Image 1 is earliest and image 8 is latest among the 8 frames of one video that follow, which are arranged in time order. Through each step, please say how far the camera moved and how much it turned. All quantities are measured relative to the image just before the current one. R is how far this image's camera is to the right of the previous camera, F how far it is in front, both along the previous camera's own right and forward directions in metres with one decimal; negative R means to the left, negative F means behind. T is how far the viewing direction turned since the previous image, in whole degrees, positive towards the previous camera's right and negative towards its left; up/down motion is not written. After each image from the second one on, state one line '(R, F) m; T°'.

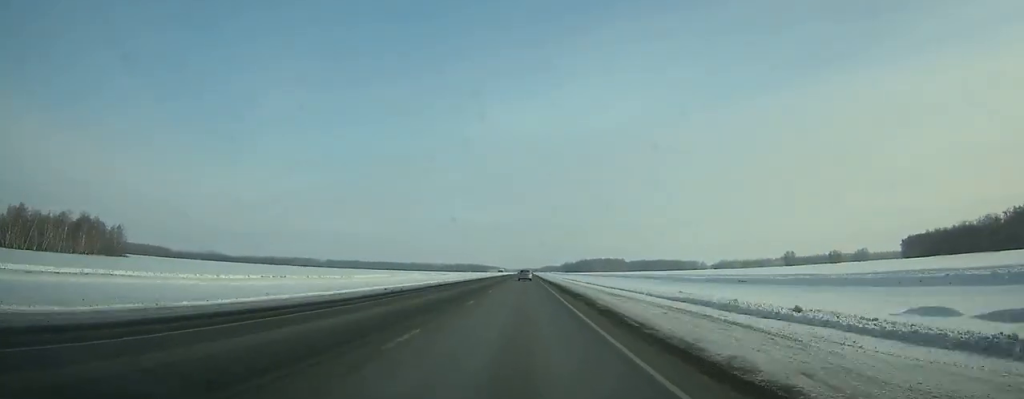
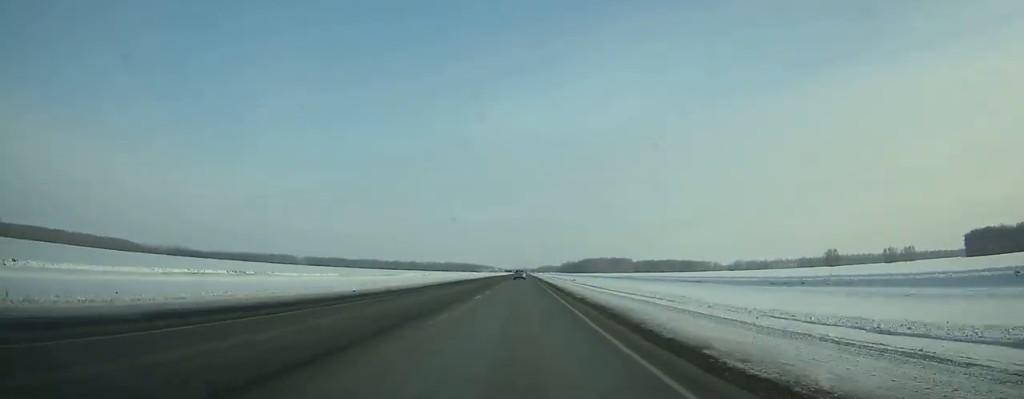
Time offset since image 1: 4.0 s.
(+0.2, +96.2) m; 0°
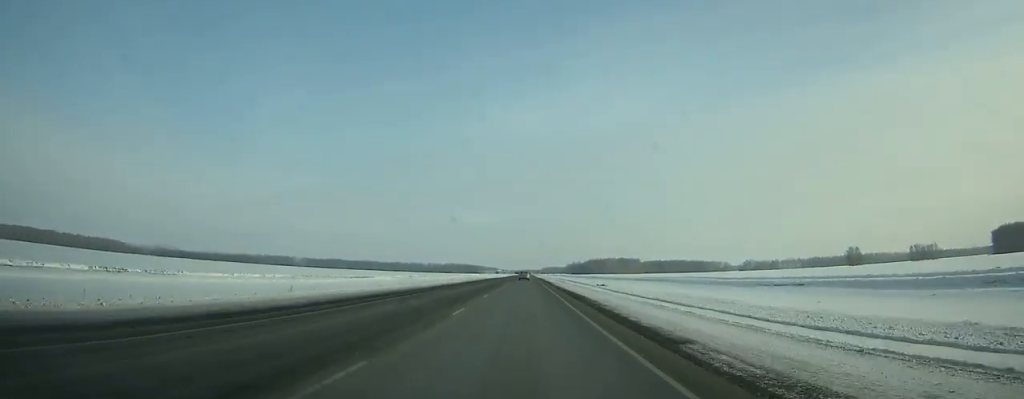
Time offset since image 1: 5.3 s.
(+0.1, +31.8) m; 0°
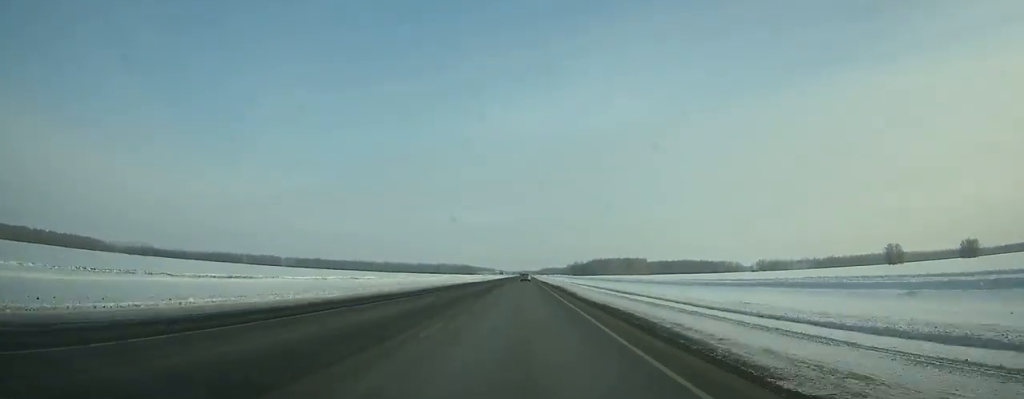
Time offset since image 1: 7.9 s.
(-0.3, +65.4) m; 0°
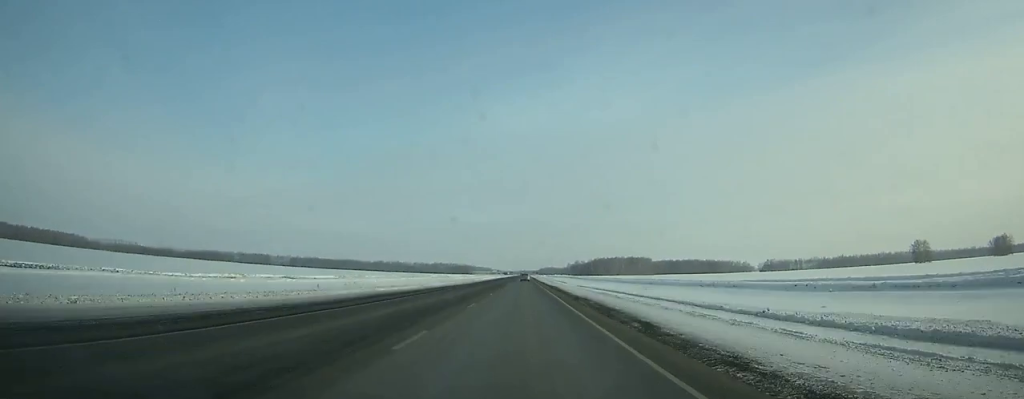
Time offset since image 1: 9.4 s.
(+0.1, +38.2) m; 0°
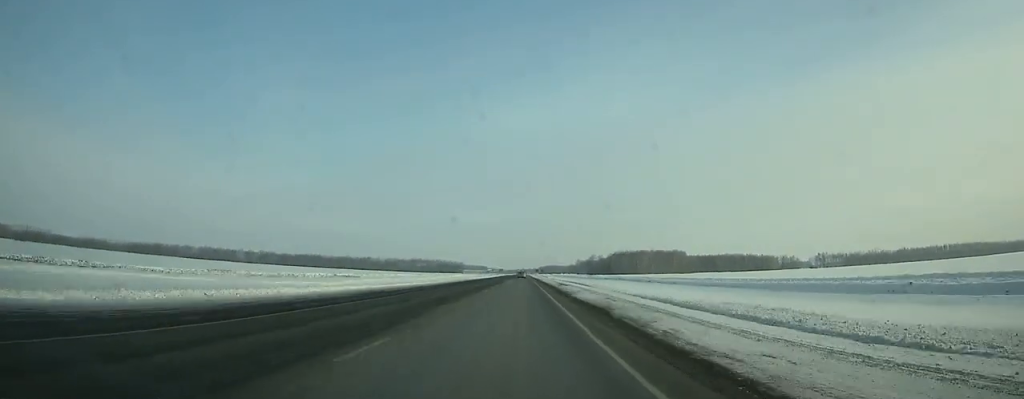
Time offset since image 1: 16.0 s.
(+0.5, +173.0) m; 0°
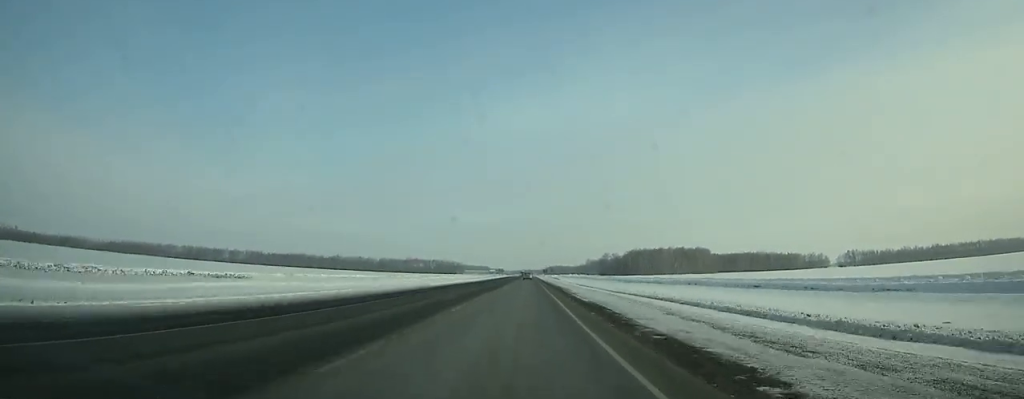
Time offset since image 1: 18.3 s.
(-0.1, +61.7) m; 0°
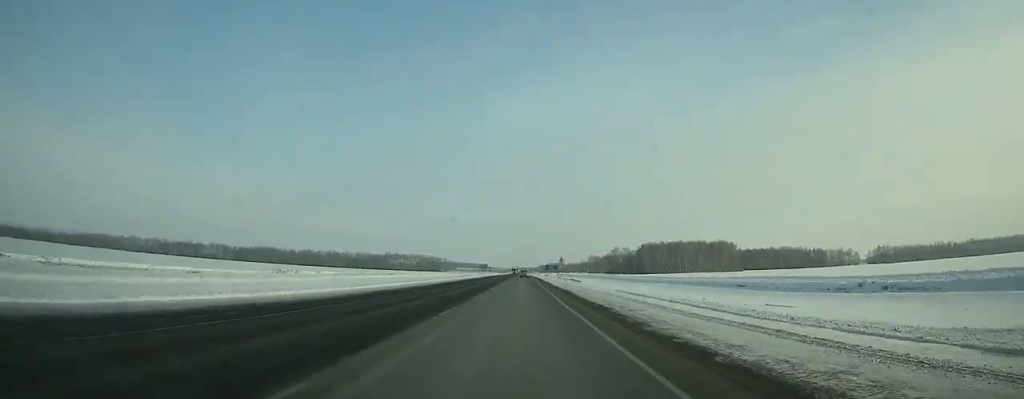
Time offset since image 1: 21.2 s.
(0.0, +78.0) m; 0°
